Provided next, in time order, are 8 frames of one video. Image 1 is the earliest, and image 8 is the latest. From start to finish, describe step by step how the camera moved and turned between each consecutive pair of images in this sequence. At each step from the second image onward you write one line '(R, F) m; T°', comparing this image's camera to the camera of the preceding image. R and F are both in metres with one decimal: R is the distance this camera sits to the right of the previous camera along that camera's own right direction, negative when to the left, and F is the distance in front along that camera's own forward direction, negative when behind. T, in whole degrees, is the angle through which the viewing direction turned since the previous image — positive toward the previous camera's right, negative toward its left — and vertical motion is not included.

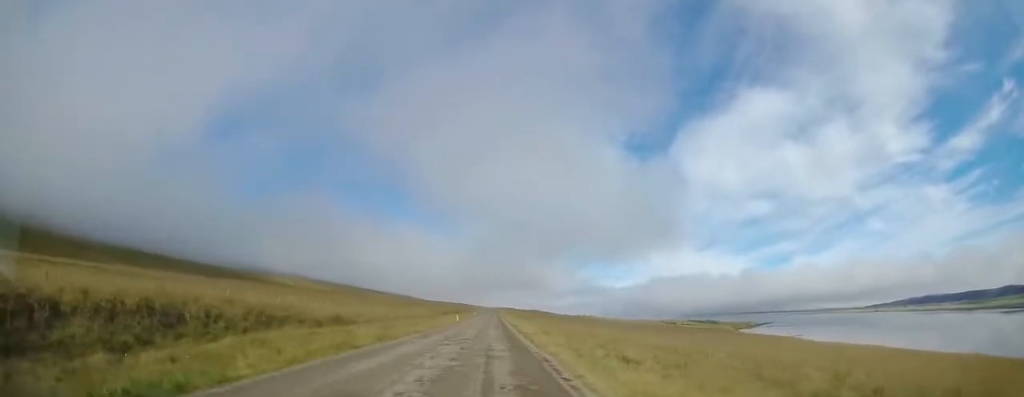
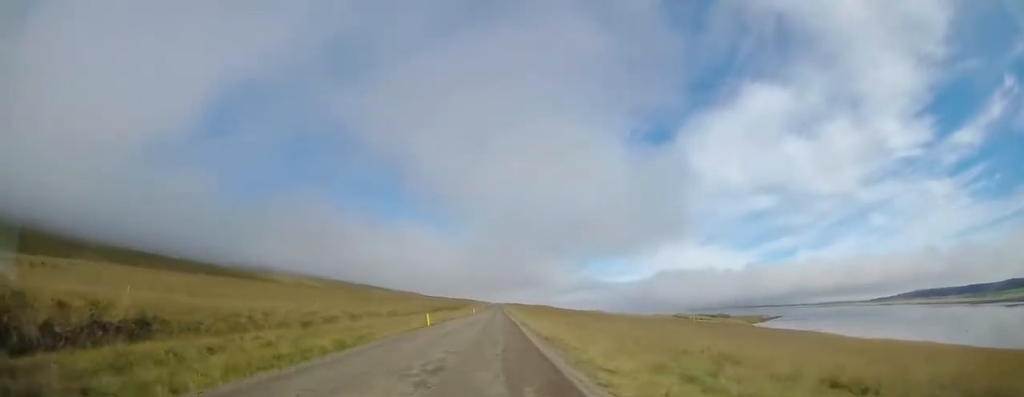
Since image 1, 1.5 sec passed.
(-0.1, +24.9) m; 0°
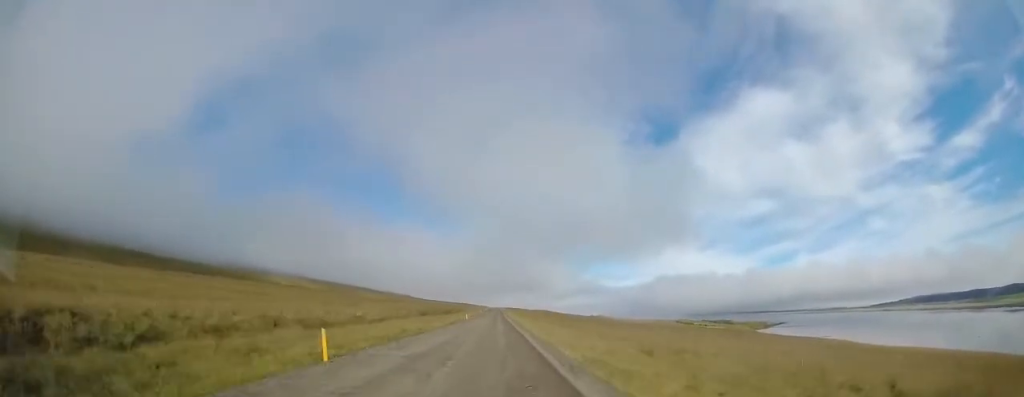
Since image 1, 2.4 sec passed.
(+0.1, +16.4) m; 0°
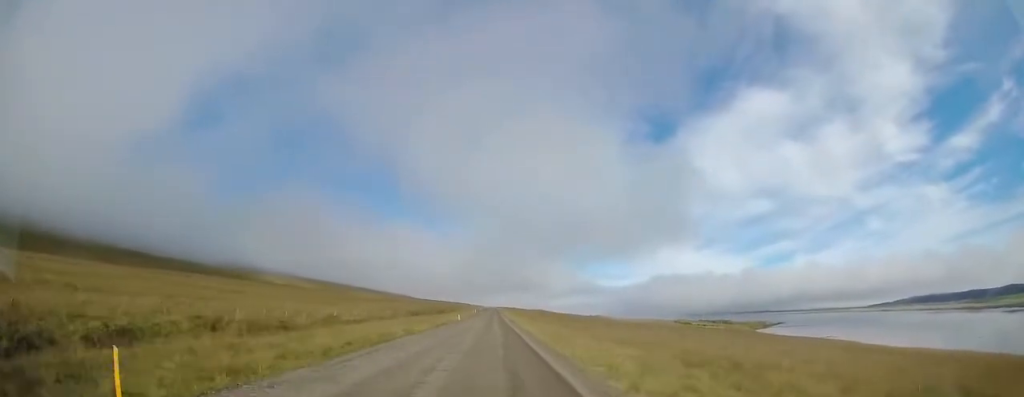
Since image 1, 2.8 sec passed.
(0.0, +6.8) m; 0°
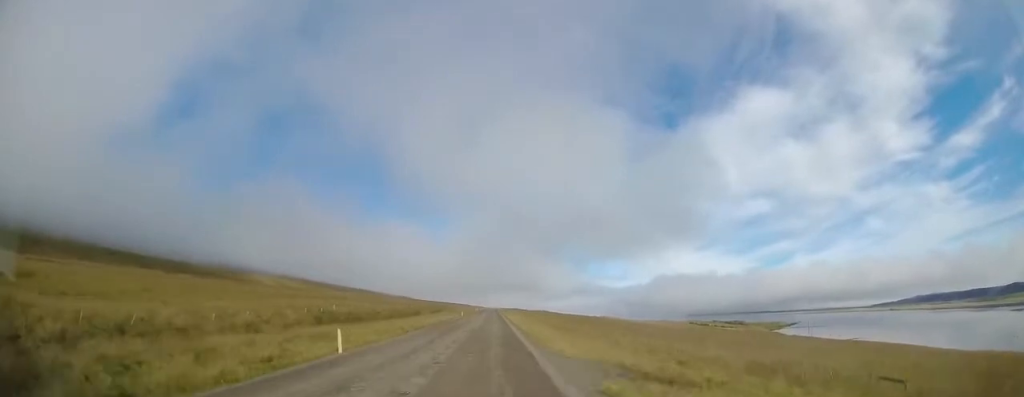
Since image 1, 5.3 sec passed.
(+0.3, +41.1) m; +2°
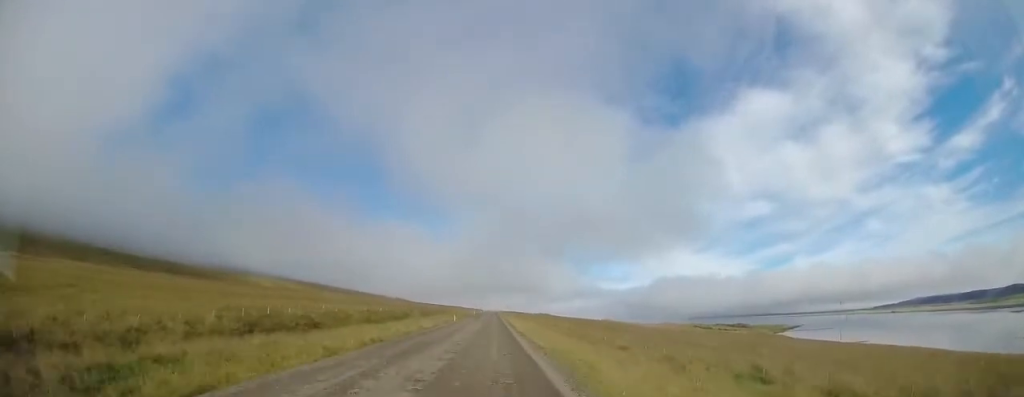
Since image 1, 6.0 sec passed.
(+0.1, +11.1) m; 0°
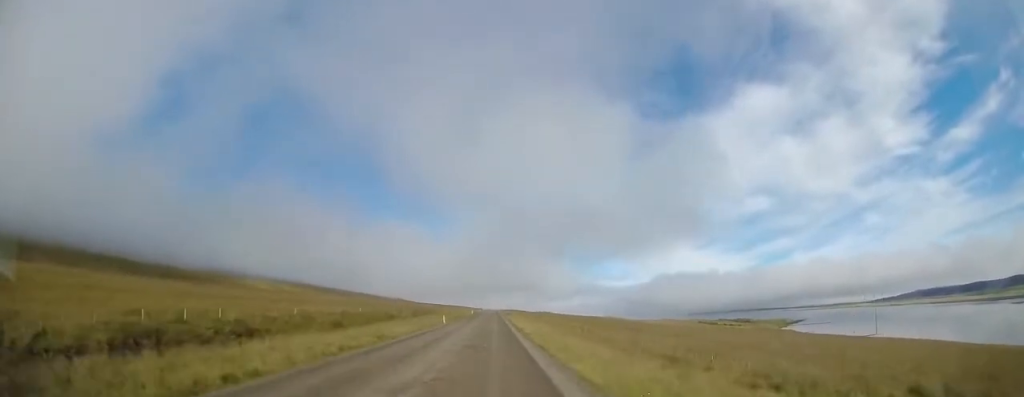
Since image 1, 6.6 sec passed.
(0.0, +10.6) m; -1°
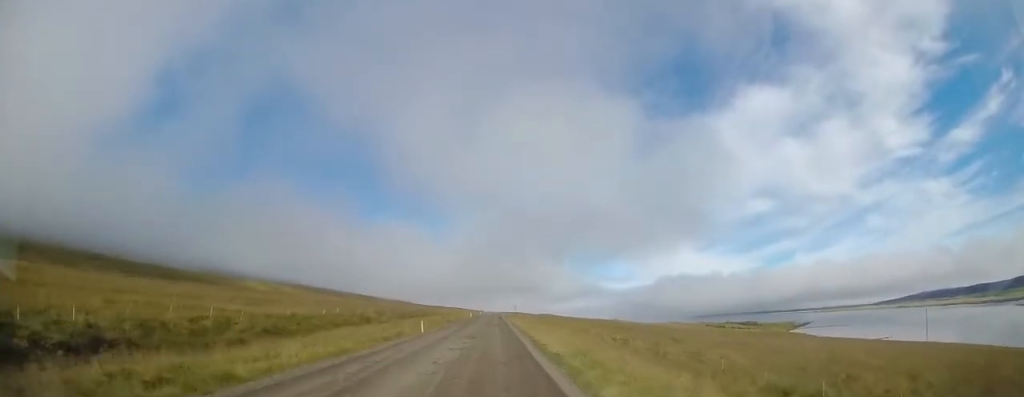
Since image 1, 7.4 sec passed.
(-0.1, +12.9) m; -1°
